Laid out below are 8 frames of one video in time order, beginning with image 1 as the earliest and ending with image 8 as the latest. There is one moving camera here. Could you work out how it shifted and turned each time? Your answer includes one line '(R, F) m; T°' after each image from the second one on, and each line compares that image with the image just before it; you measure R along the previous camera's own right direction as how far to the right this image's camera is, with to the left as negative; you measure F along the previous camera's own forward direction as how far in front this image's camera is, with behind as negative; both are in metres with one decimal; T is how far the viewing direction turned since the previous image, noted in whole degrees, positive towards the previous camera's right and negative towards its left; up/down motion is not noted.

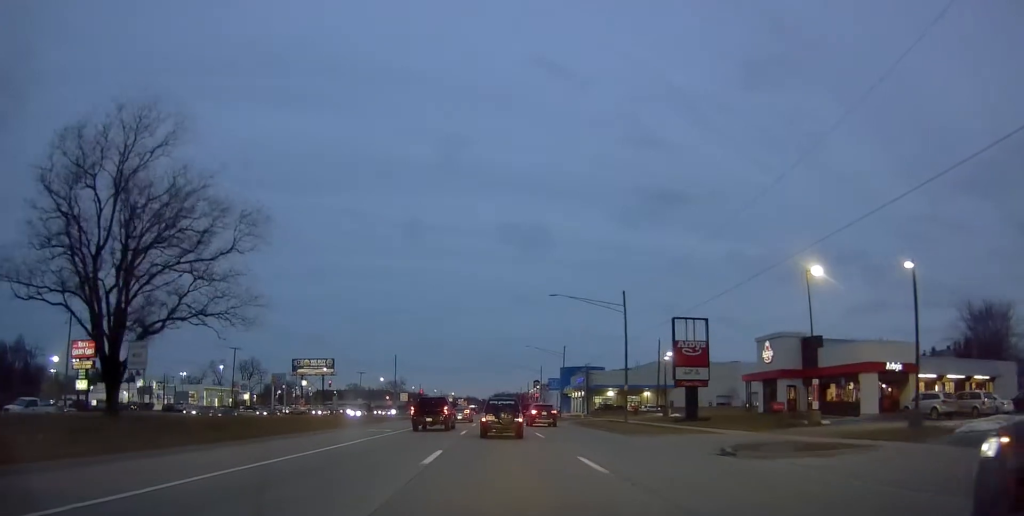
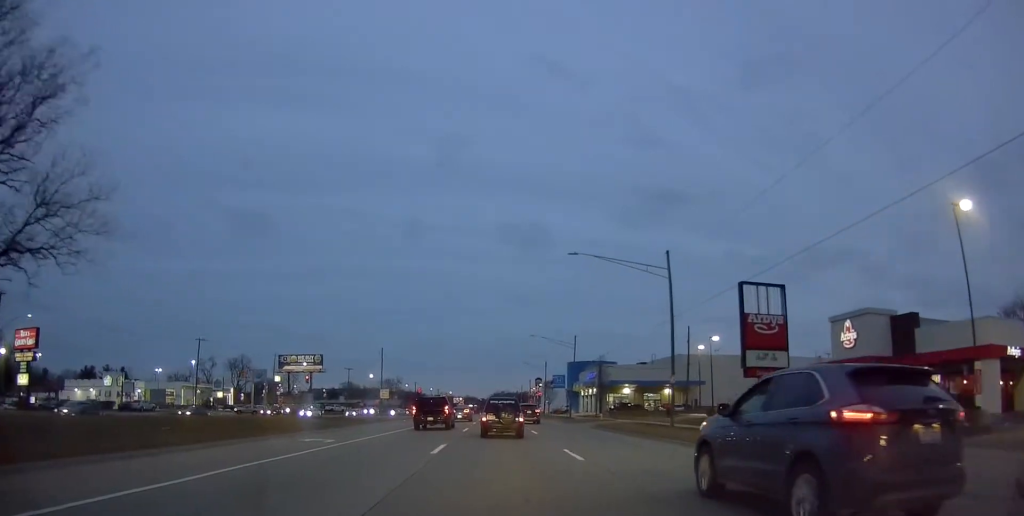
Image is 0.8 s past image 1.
(-0.5, +12.5) m; -2°
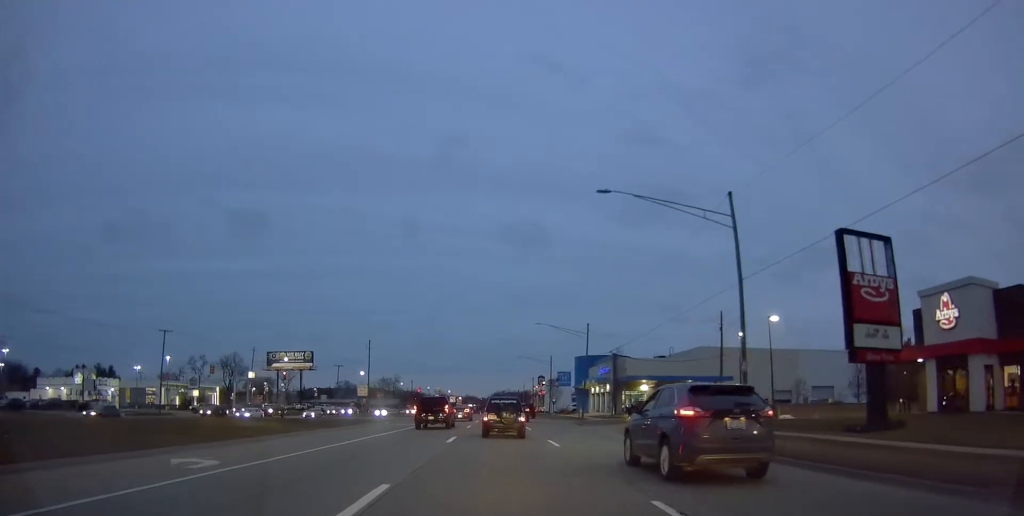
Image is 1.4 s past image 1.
(0.0, +10.2) m; +2°
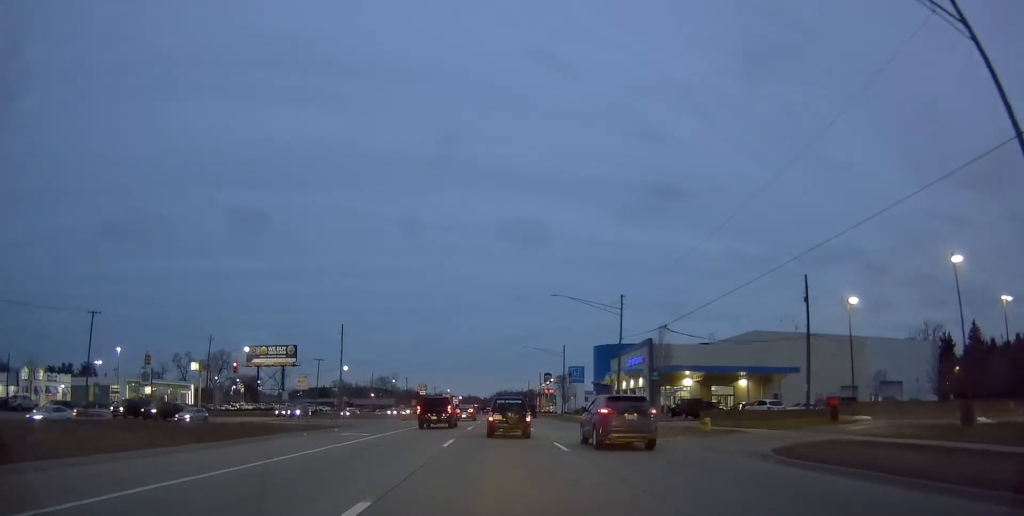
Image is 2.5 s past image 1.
(+0.6, +16.8) m; +3°
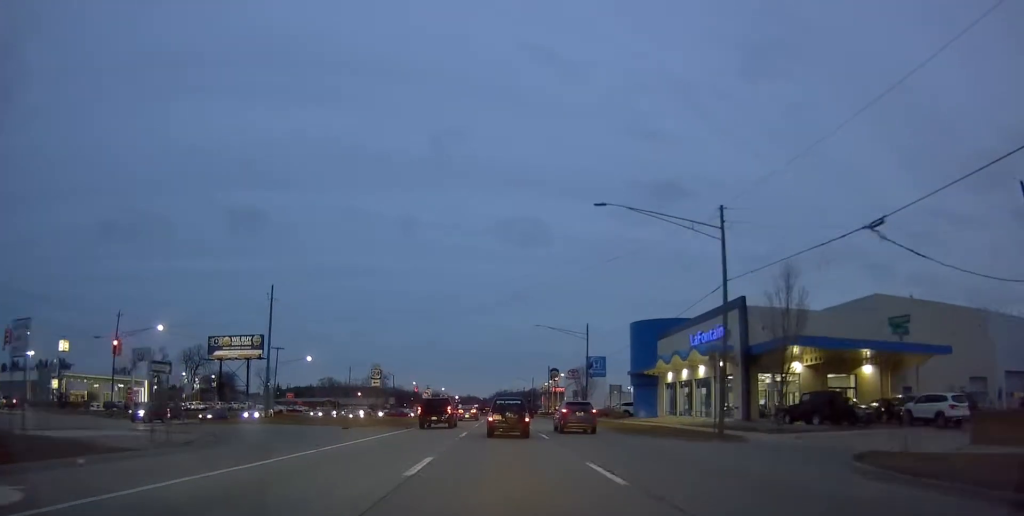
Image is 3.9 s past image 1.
(+0.3, +23.1) m; 0°
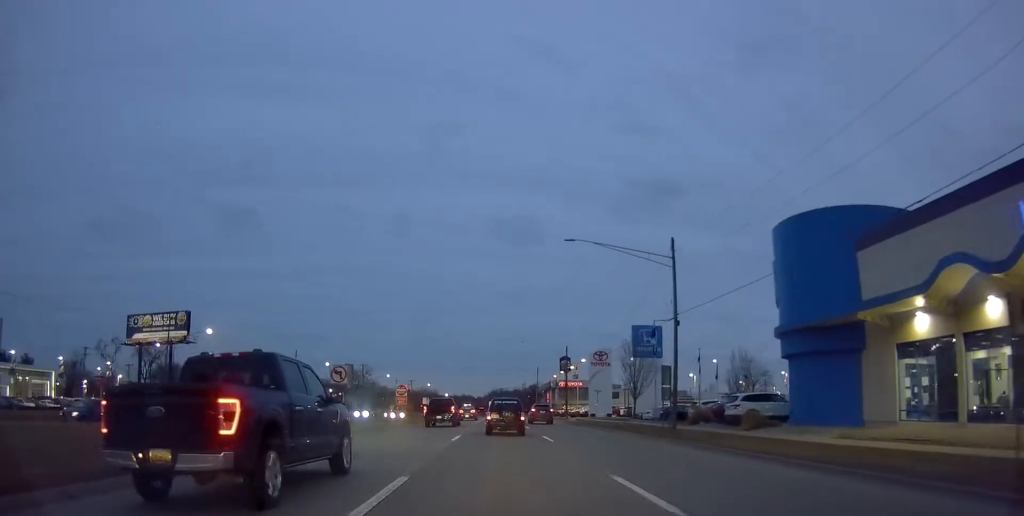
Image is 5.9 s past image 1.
(-0.1, +33.7) m; -1°
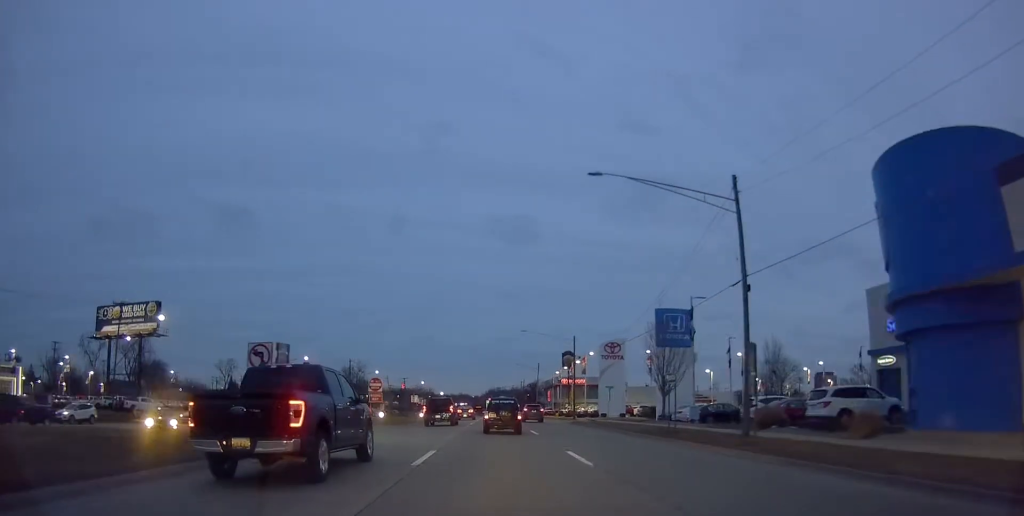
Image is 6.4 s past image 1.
(-0.4, +9.6) m; 0°
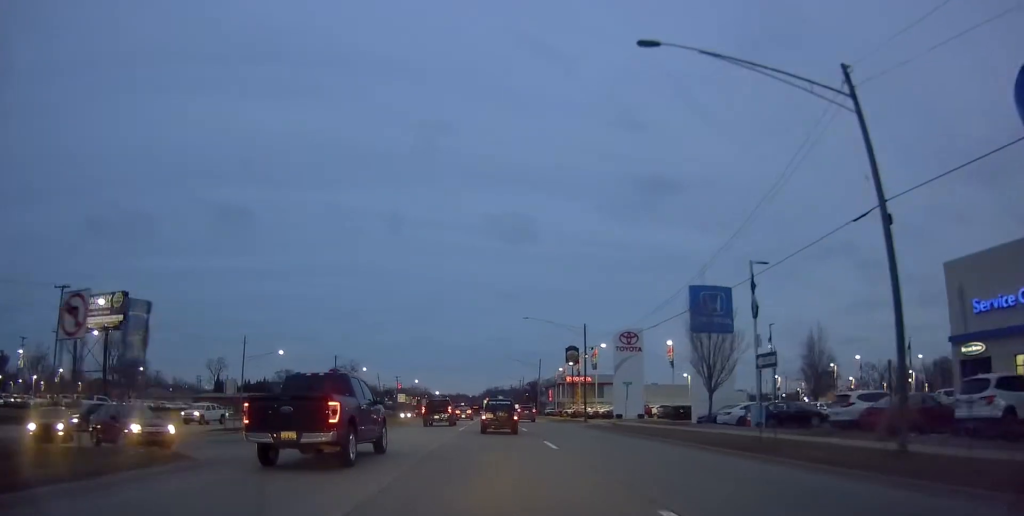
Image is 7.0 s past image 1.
(-0.1, +9.7) m; 0°
